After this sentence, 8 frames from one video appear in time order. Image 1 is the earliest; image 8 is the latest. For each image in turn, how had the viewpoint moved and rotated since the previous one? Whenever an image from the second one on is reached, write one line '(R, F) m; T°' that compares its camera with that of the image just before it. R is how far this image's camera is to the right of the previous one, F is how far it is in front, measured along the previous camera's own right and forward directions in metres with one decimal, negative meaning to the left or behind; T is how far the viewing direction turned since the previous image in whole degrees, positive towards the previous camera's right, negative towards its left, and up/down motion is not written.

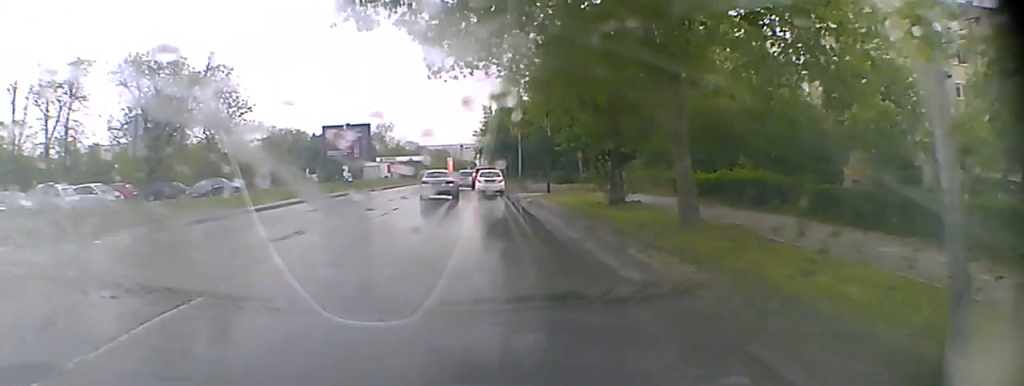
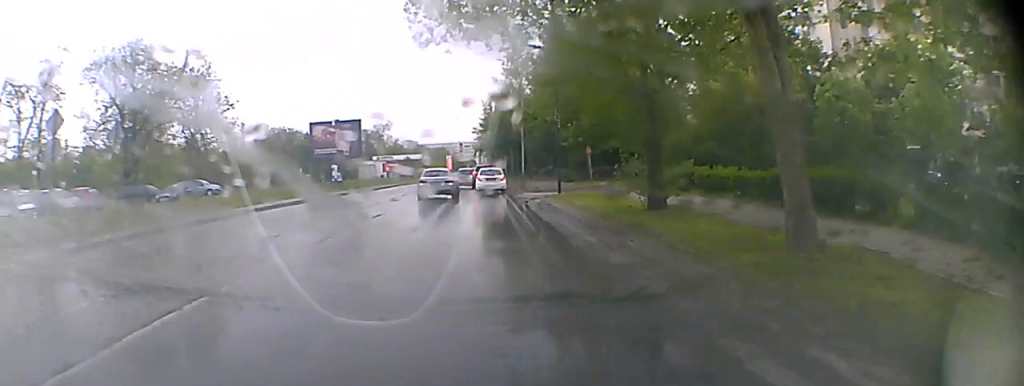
(0.0, +5.3) m; 0°
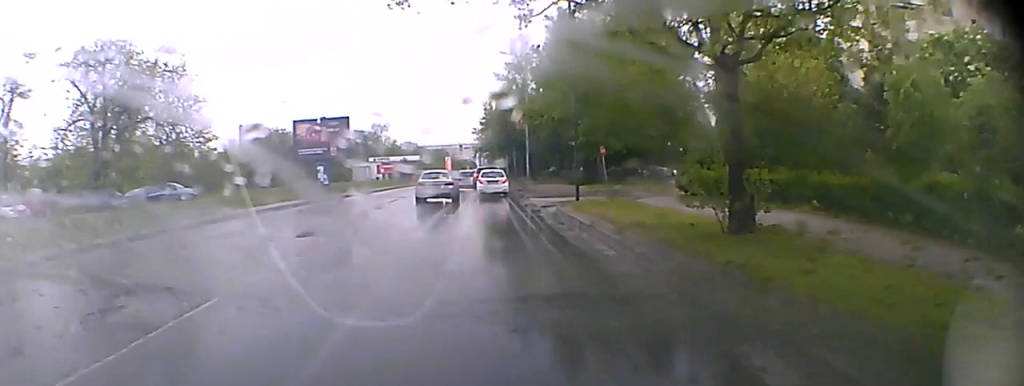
(0.0, +5.9) m; 0°
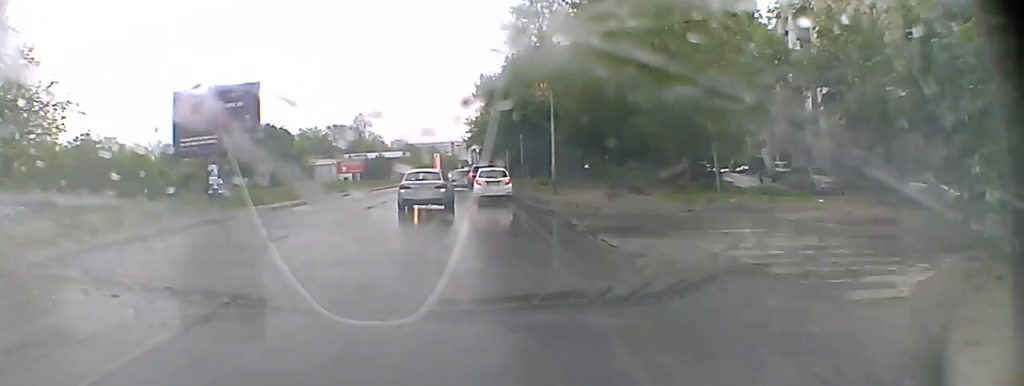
(+0.4, +23.3) m; +1°
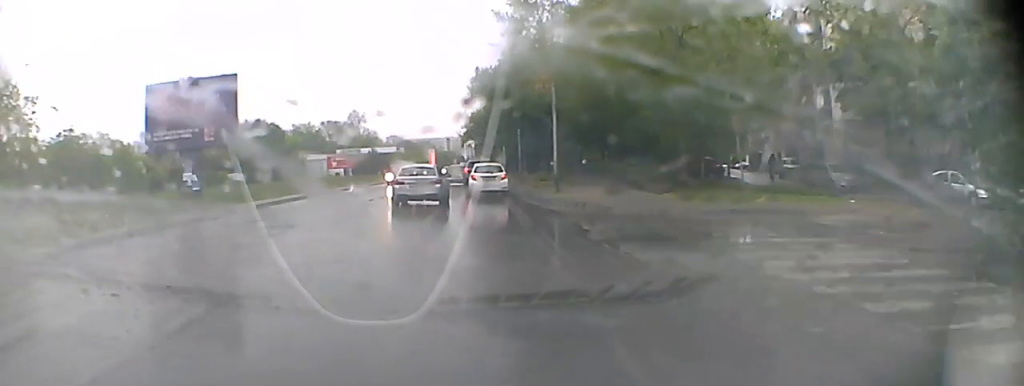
(0.0, +2.9) m; 0°
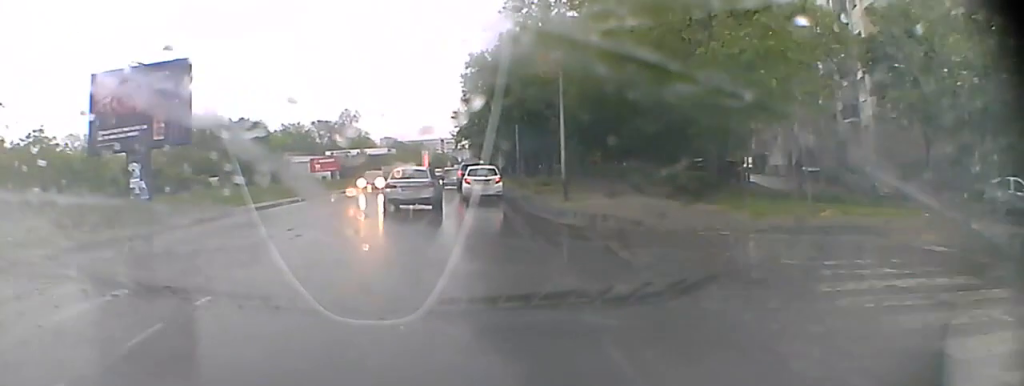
(0.0, +5.0) m; 0°
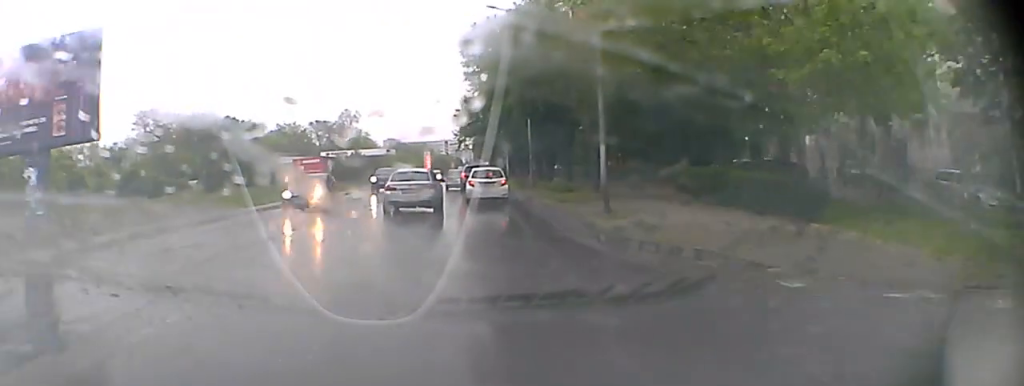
(0.0, +7.9) m; 0°
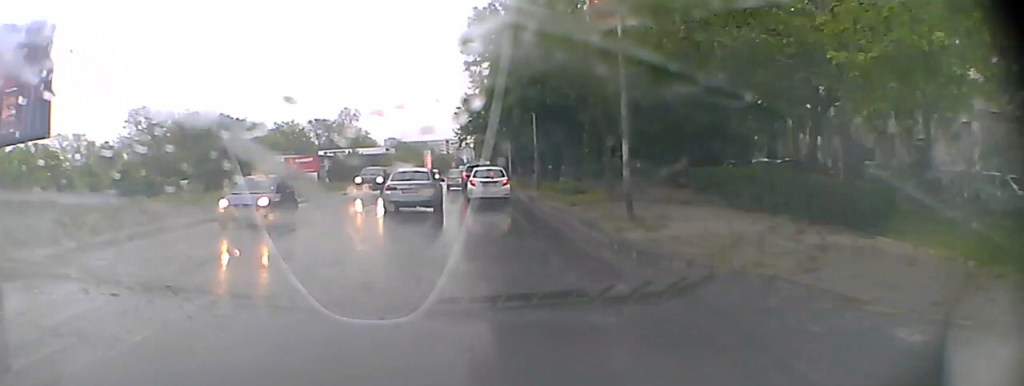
(0.0, +2.9) m; 0°
